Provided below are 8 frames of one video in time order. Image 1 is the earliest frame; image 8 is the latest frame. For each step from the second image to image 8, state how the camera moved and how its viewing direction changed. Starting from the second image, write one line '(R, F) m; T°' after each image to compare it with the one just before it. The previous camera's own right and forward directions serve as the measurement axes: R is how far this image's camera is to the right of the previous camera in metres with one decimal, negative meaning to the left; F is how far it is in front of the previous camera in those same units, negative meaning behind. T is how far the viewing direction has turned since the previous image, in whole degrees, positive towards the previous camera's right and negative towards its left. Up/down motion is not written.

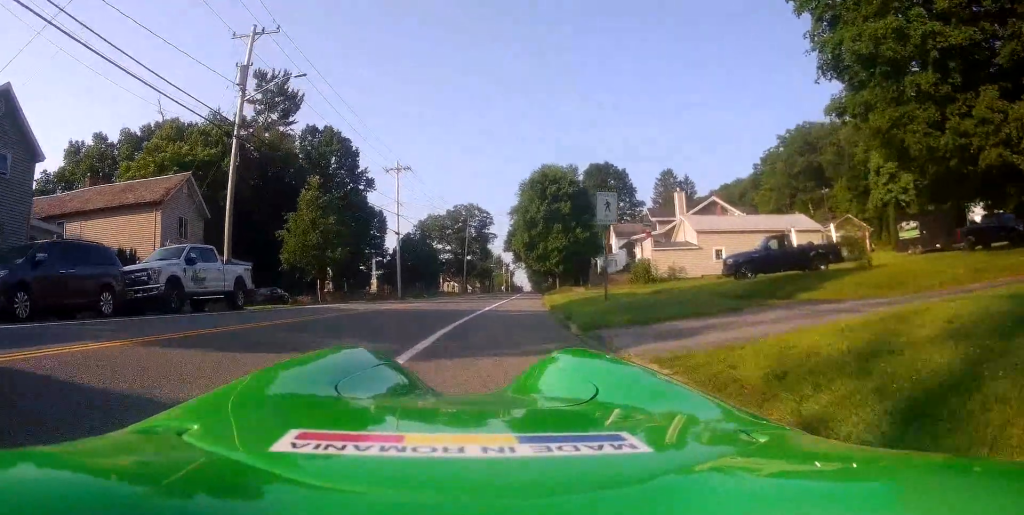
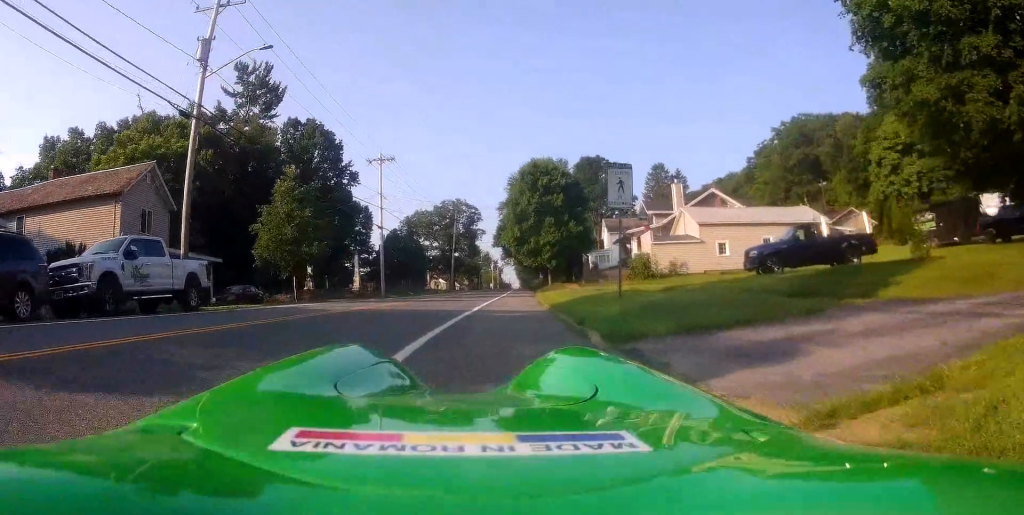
(0.0, +2.9) m; -2°
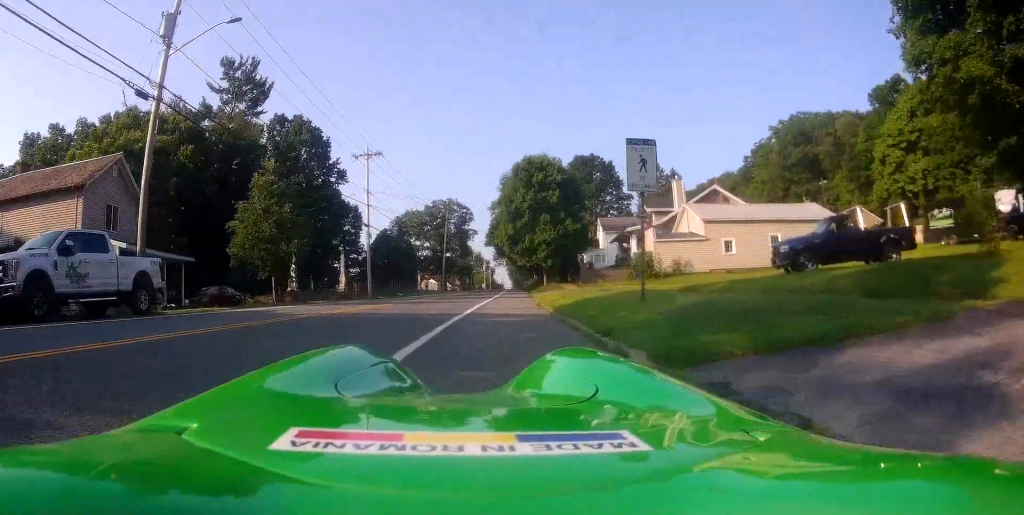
(0.0, +2.5) m; -3°
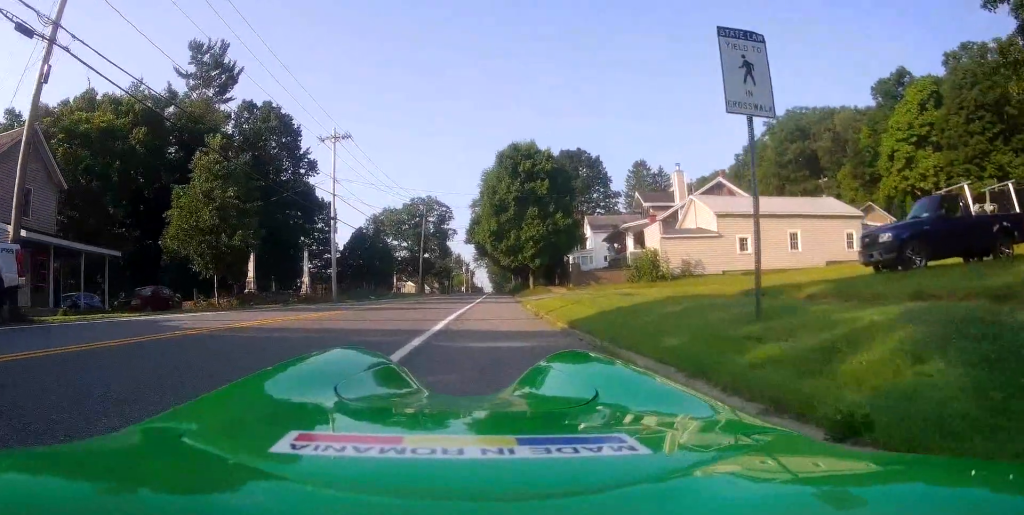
(0.0, +5.7) m; +5°
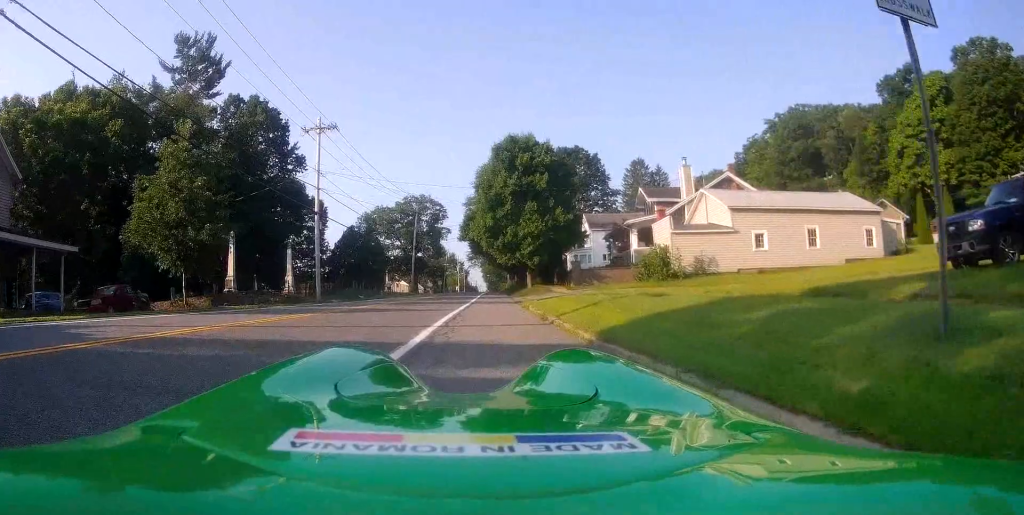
(+0.2, +3.1) m; +4°
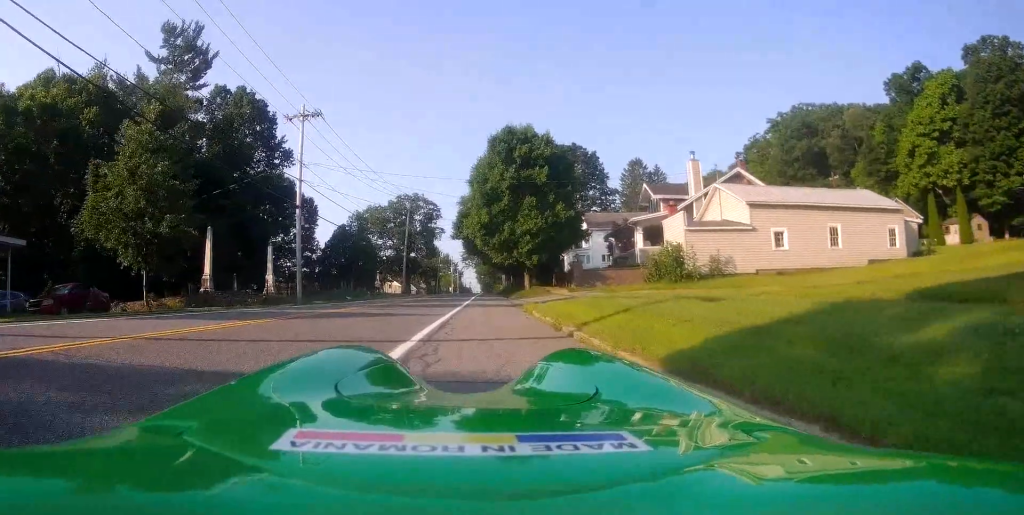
(-0.1, +3.3) m; +3°
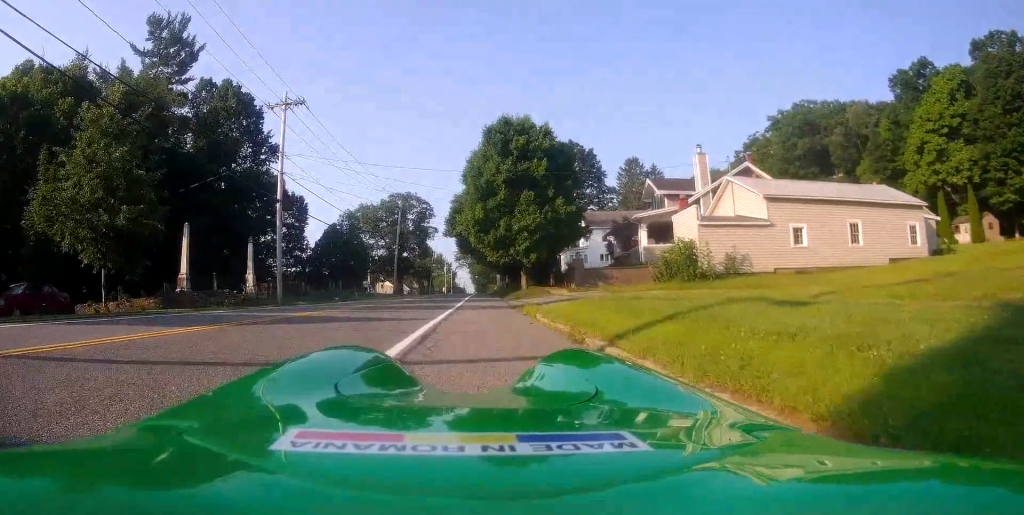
(+0.2, +2.7) m; +1°
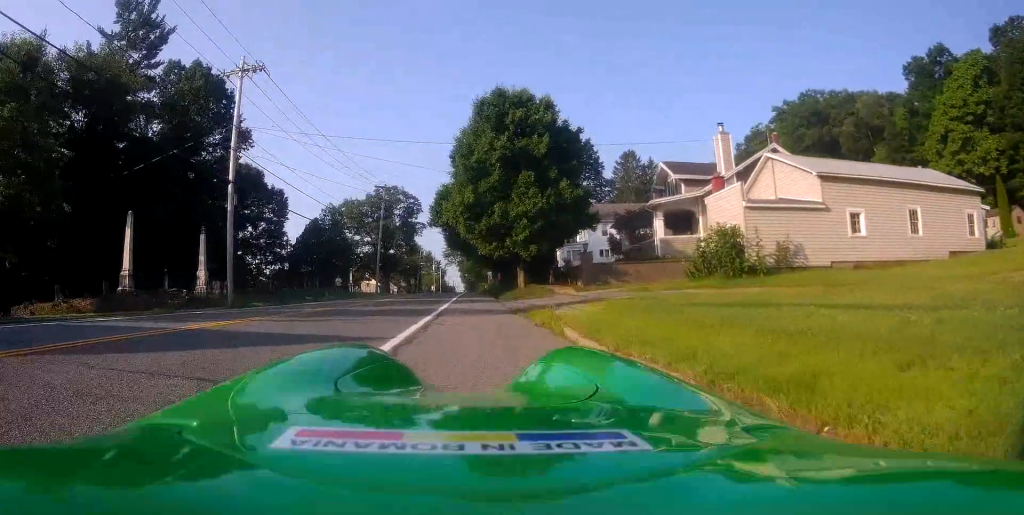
(-0.2, +5.8) m; -2°
